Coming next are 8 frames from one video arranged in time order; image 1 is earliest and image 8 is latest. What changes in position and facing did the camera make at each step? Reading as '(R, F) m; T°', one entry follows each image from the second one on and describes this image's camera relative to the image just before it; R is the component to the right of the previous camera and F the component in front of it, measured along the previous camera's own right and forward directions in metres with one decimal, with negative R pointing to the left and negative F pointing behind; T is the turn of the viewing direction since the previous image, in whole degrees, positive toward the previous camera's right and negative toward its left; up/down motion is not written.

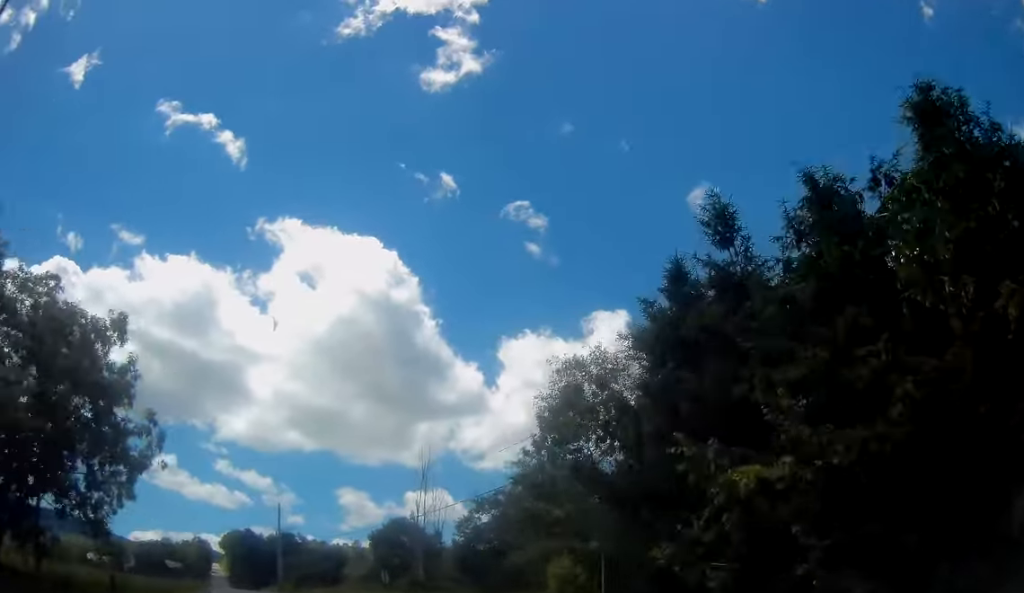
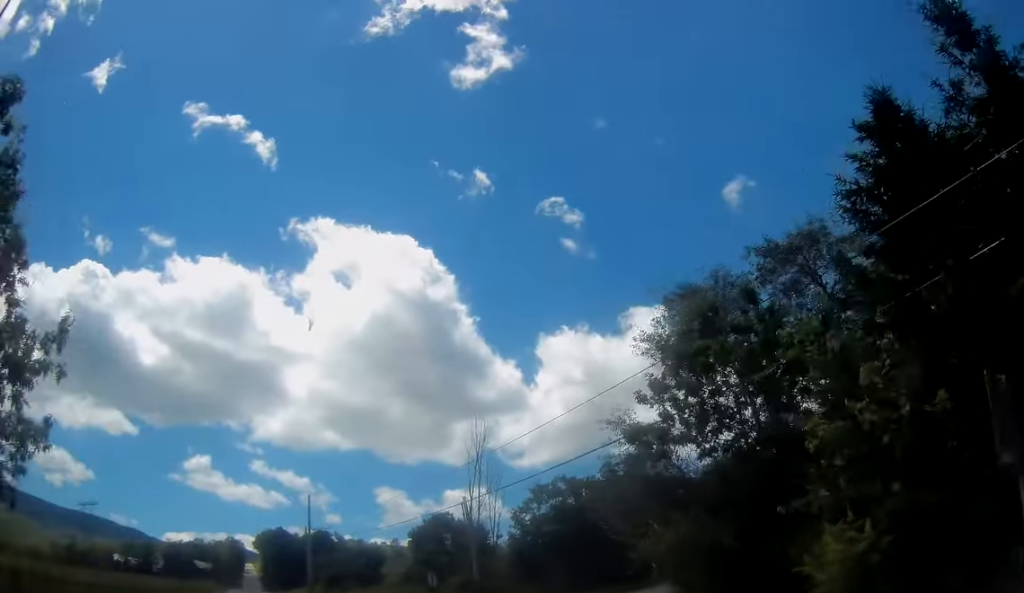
(-0.5, +7.4) m; -3°
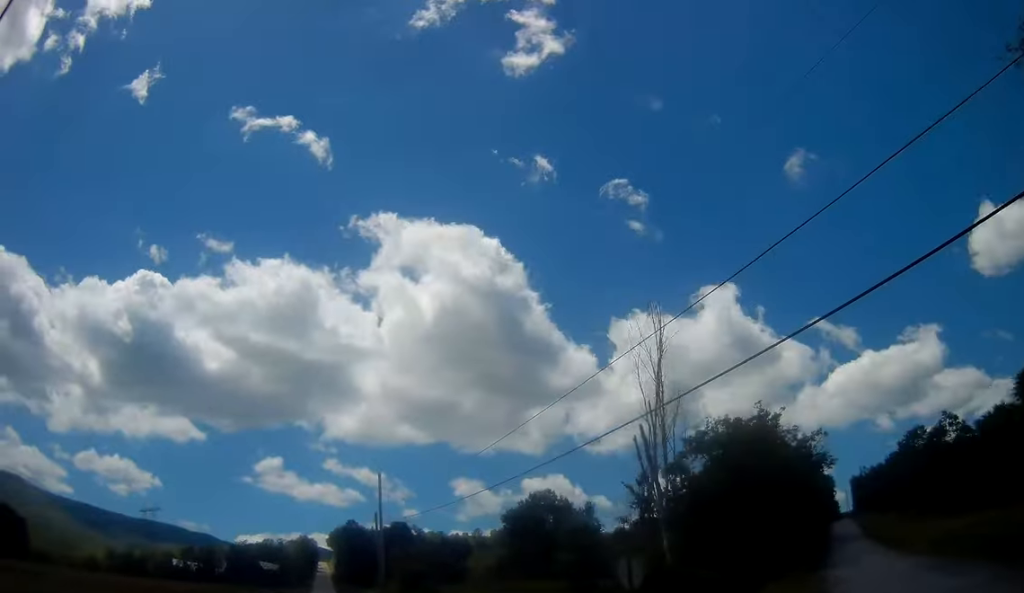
(-0.8, +15.5) m; -4°
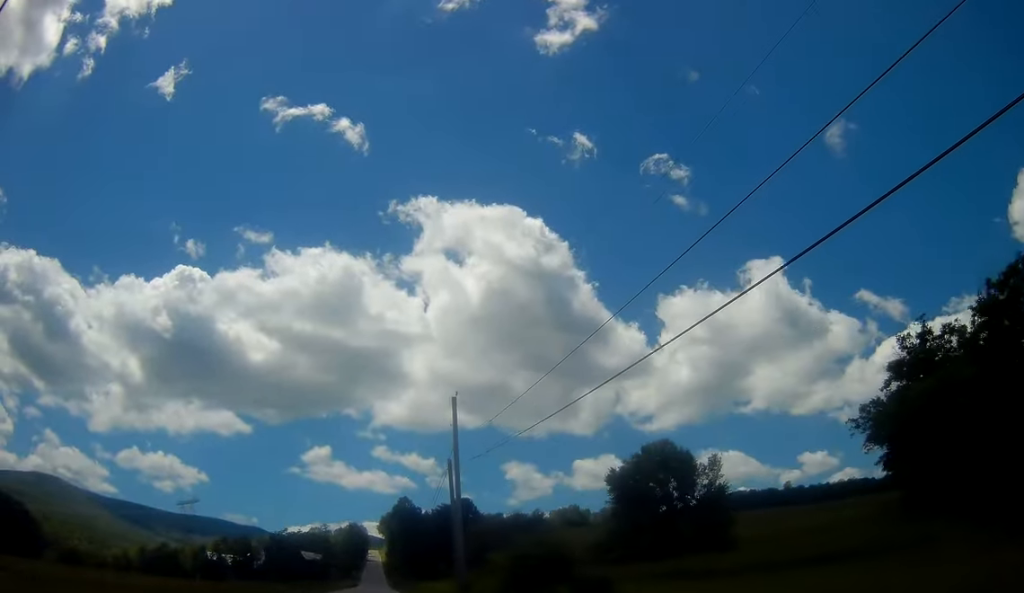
(-0.2, +21.2) m; -1°
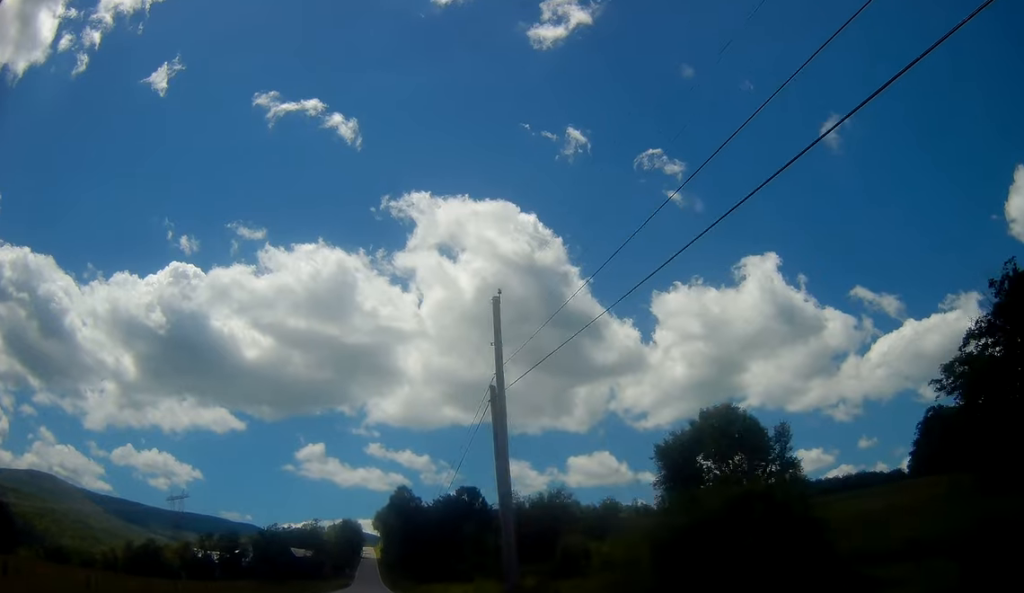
(-0.1, +13.9) m; 0°
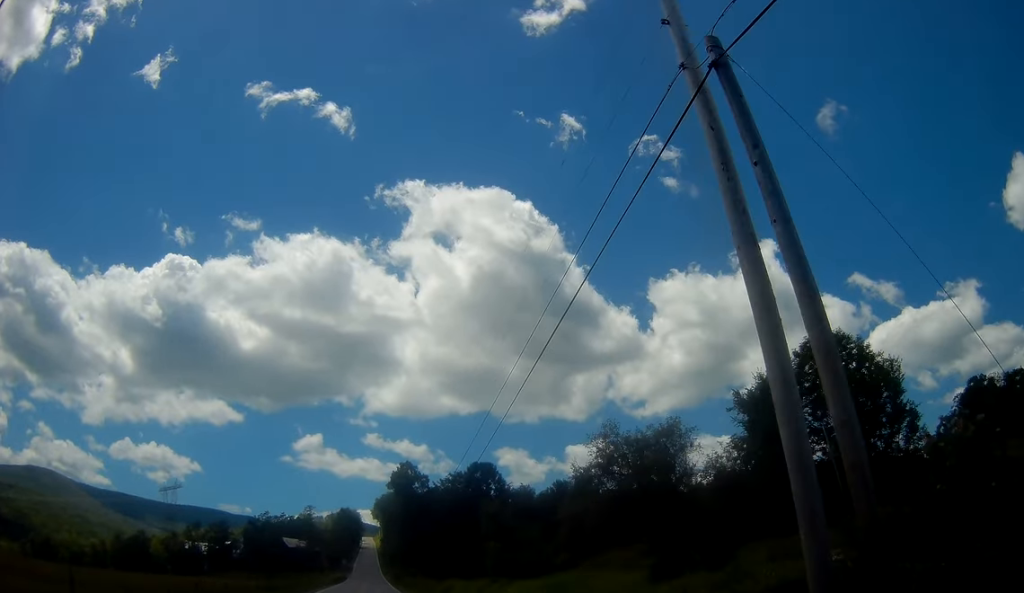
(0.0, +15.3) m; 0°
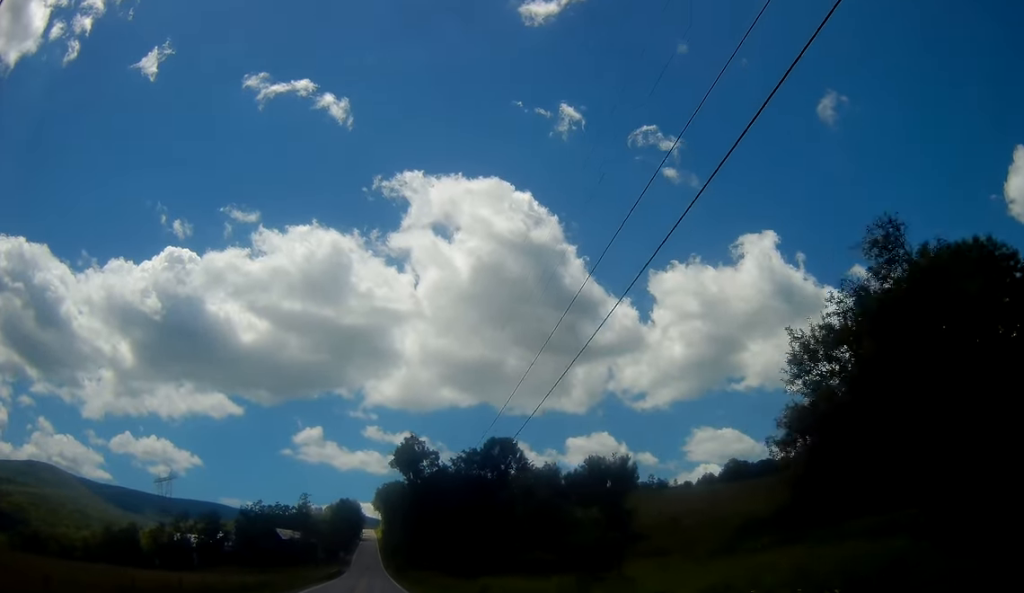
(+0.1, +13.3) m; 0°
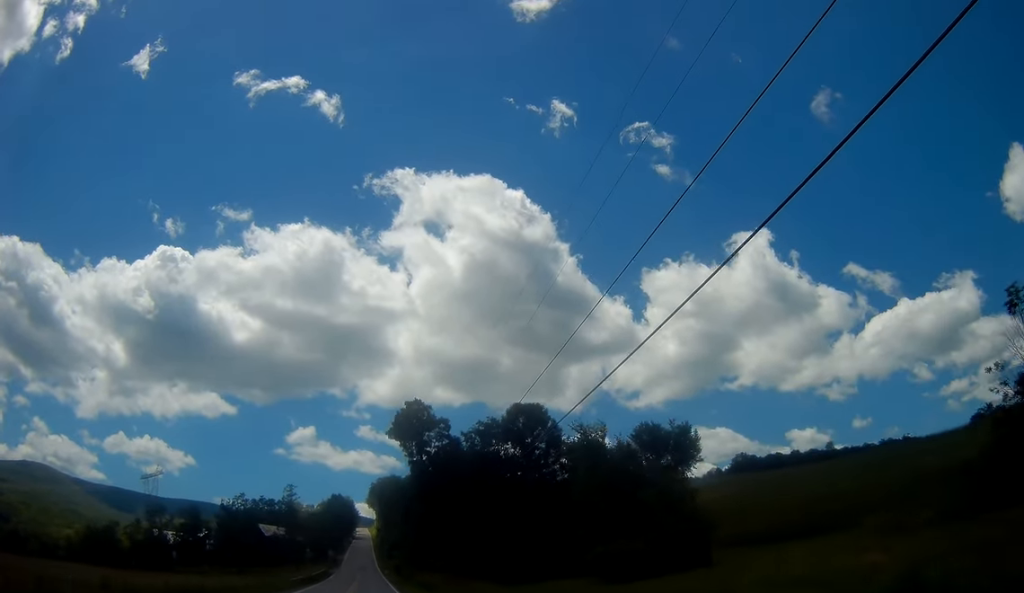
(0.0, +17.0) m; -1°
